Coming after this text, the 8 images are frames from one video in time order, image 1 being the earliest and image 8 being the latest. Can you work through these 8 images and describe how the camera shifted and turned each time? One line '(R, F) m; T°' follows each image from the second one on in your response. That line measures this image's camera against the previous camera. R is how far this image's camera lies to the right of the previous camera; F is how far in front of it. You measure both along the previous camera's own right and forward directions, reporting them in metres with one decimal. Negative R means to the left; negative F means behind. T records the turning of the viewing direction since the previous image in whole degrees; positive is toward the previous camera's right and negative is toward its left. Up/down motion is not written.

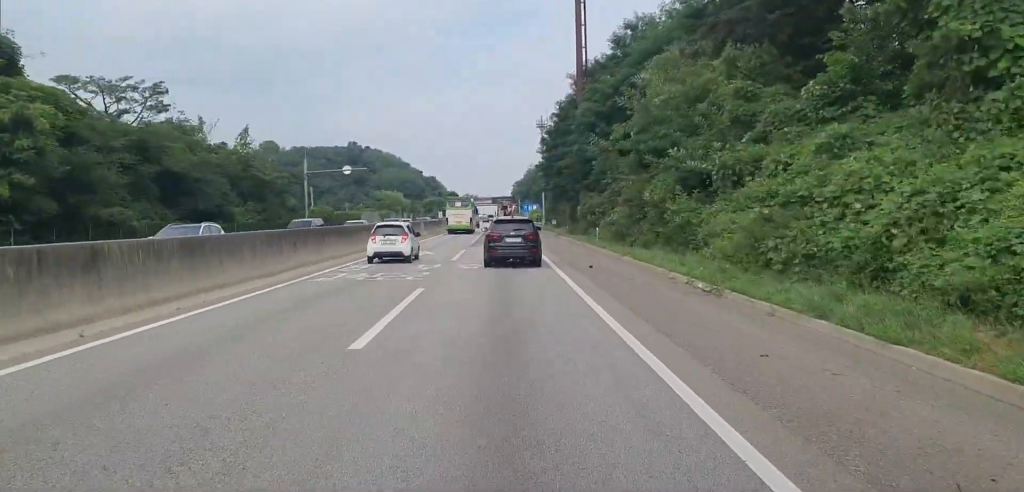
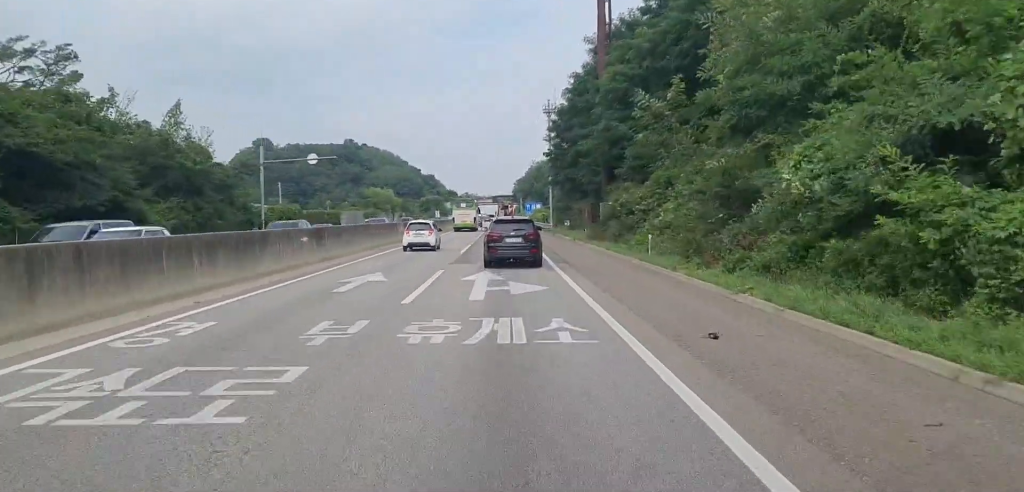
(-0.2, +15.0) m; -1°
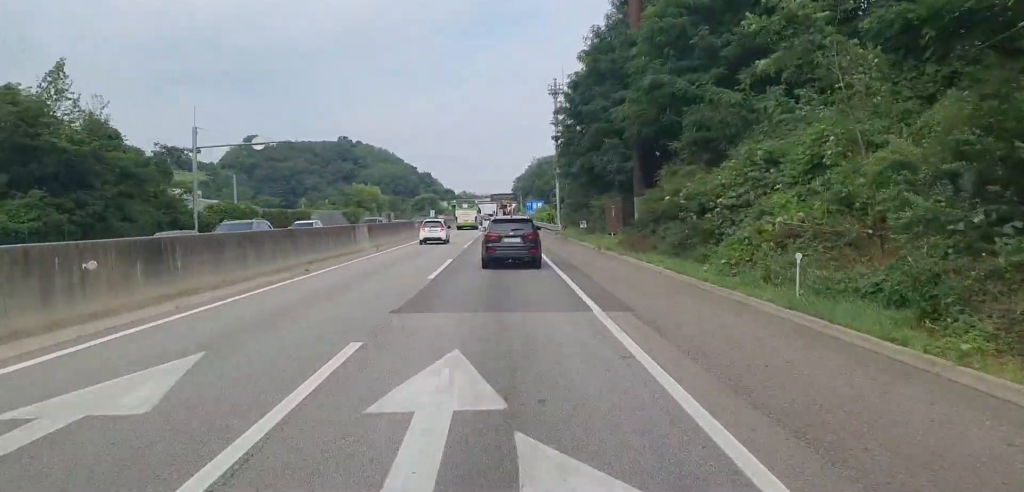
(-0.3, +14.2) m; +1°
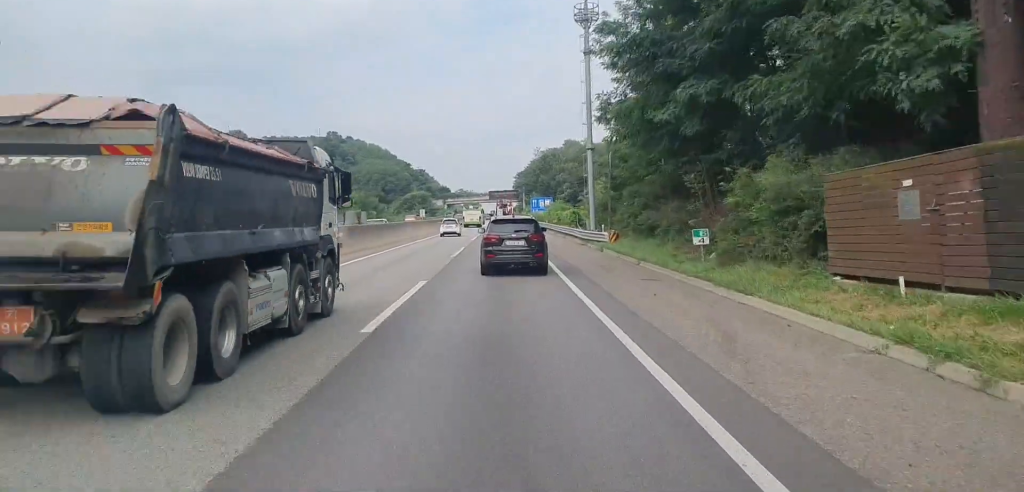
(+0.9, +30.0) m; 0°
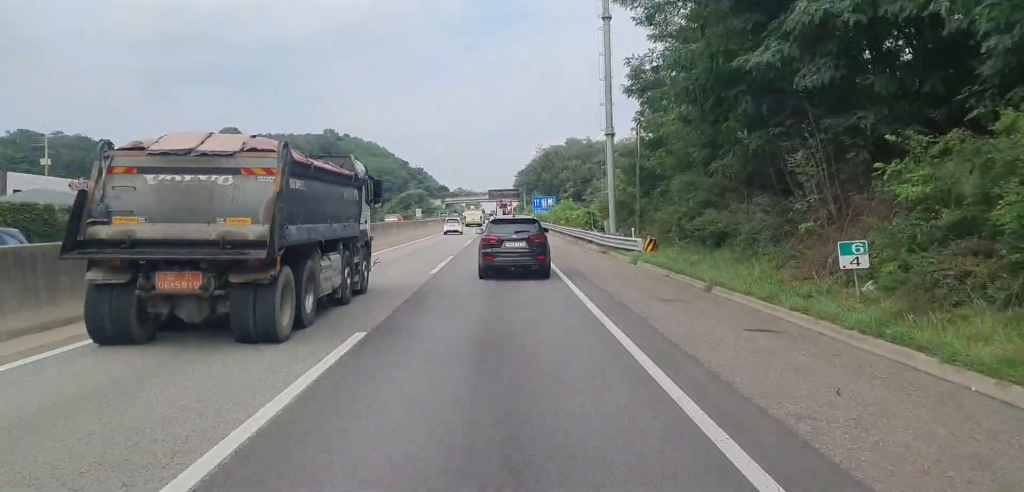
(-0.2, +9.4) m; 0°
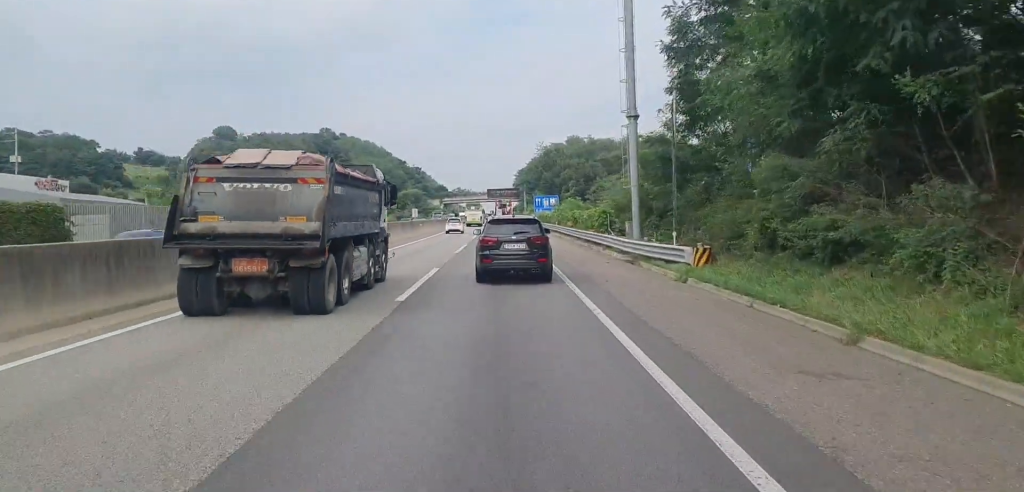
(-0.2, +8.3) m; 0°
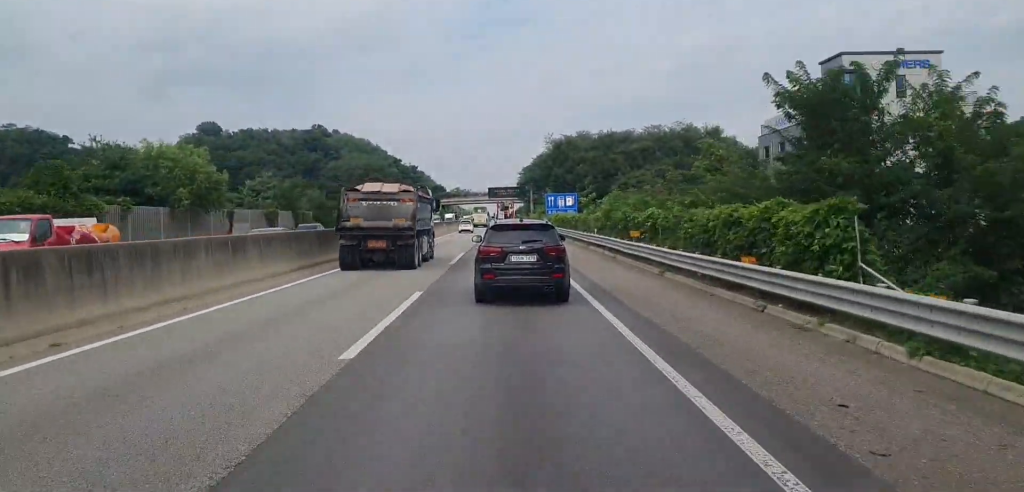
(+0.4, +27.0) m; +1°
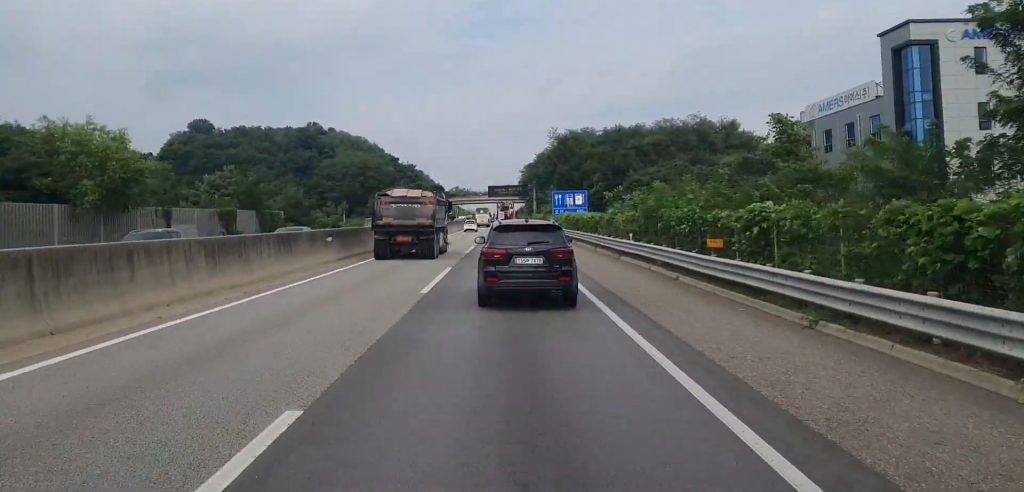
(0.0, +10.4) m; 0°
